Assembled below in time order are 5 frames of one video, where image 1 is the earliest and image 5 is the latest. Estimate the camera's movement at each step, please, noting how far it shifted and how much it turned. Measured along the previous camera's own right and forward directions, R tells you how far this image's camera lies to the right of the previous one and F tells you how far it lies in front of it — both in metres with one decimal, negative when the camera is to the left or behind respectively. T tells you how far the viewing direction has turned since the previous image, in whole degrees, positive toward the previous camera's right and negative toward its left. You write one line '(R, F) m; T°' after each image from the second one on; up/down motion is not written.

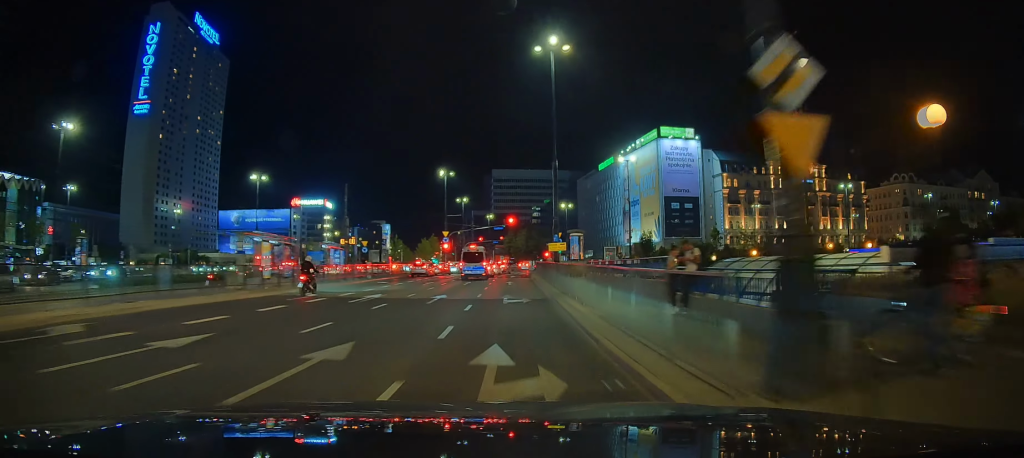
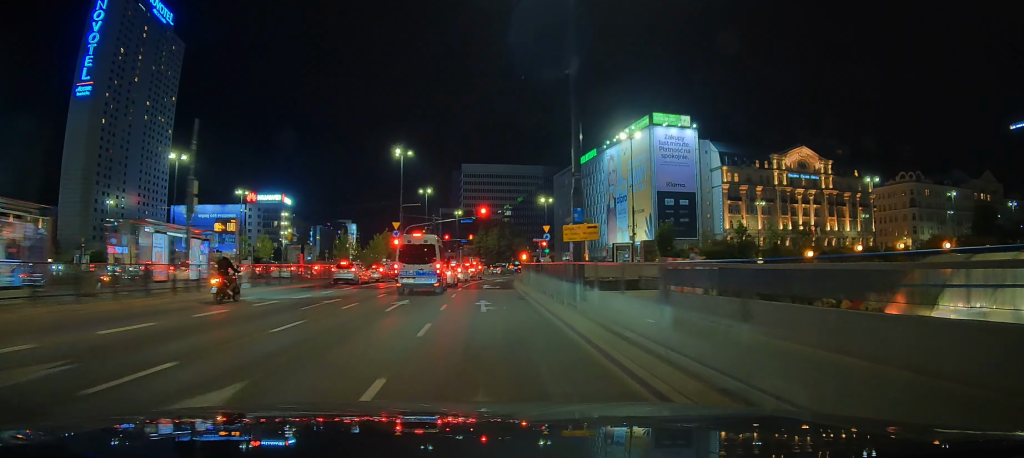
(+0.4, +18.7) m; +3°
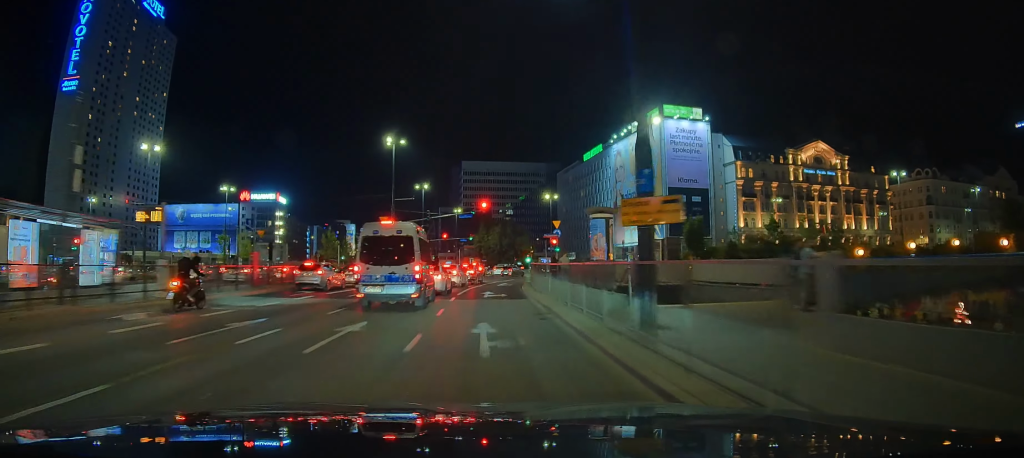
(0.0, +7.9) m; +1°
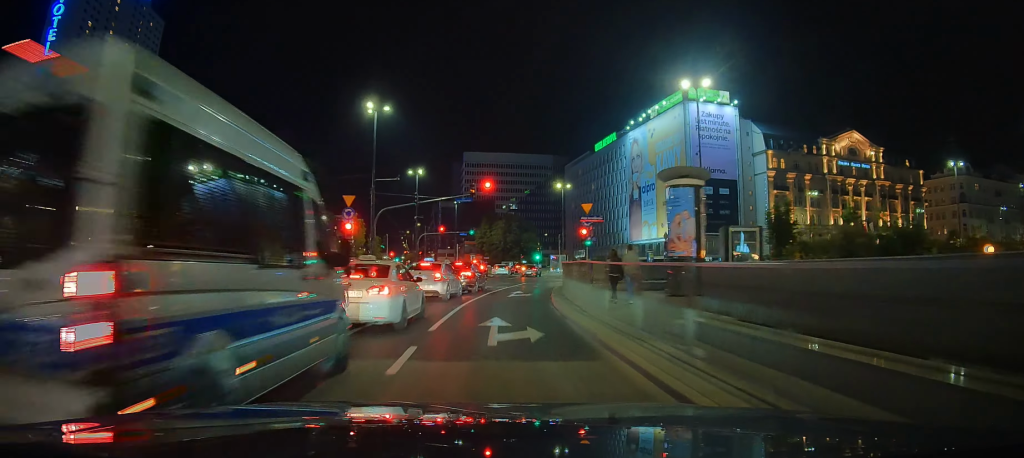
(+0.1, +15.2) m; 0°
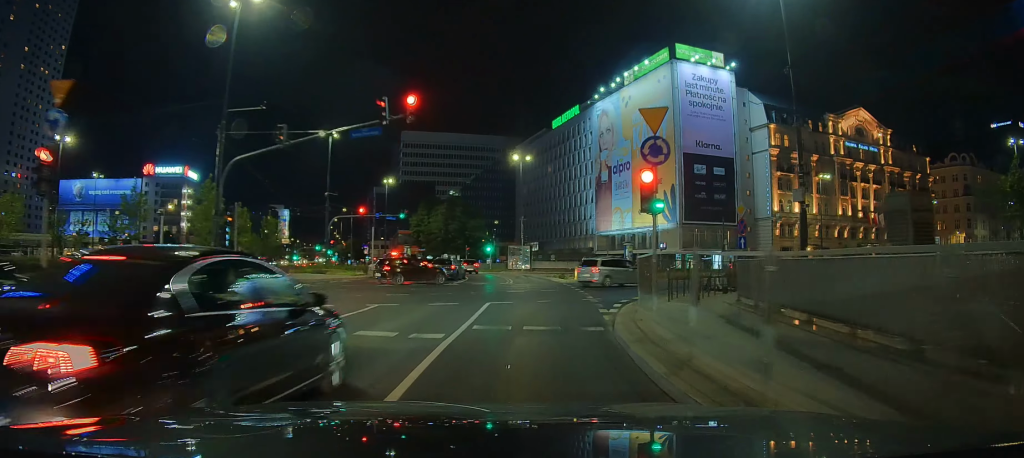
(+0.2, +23.9) m; +4°
